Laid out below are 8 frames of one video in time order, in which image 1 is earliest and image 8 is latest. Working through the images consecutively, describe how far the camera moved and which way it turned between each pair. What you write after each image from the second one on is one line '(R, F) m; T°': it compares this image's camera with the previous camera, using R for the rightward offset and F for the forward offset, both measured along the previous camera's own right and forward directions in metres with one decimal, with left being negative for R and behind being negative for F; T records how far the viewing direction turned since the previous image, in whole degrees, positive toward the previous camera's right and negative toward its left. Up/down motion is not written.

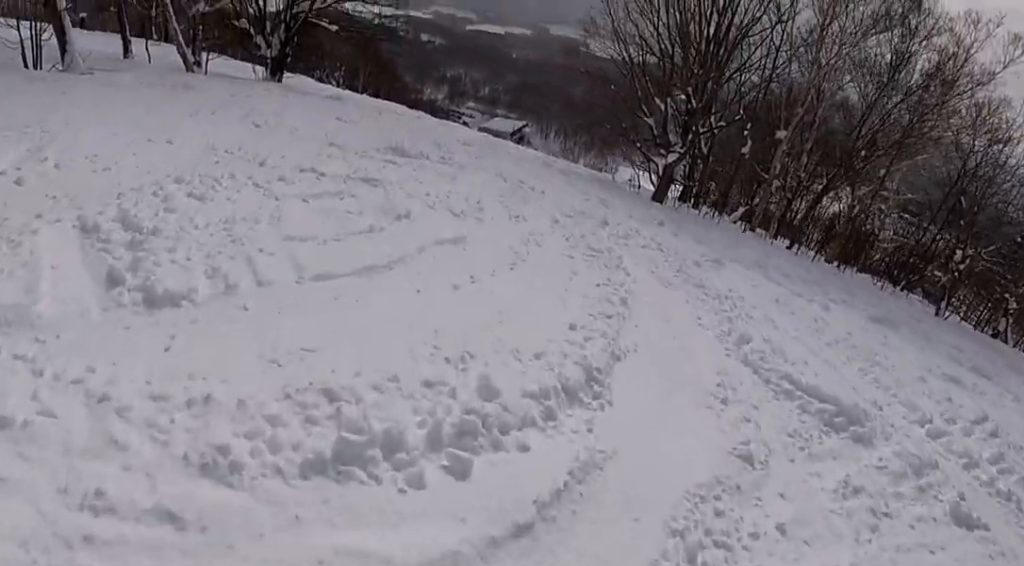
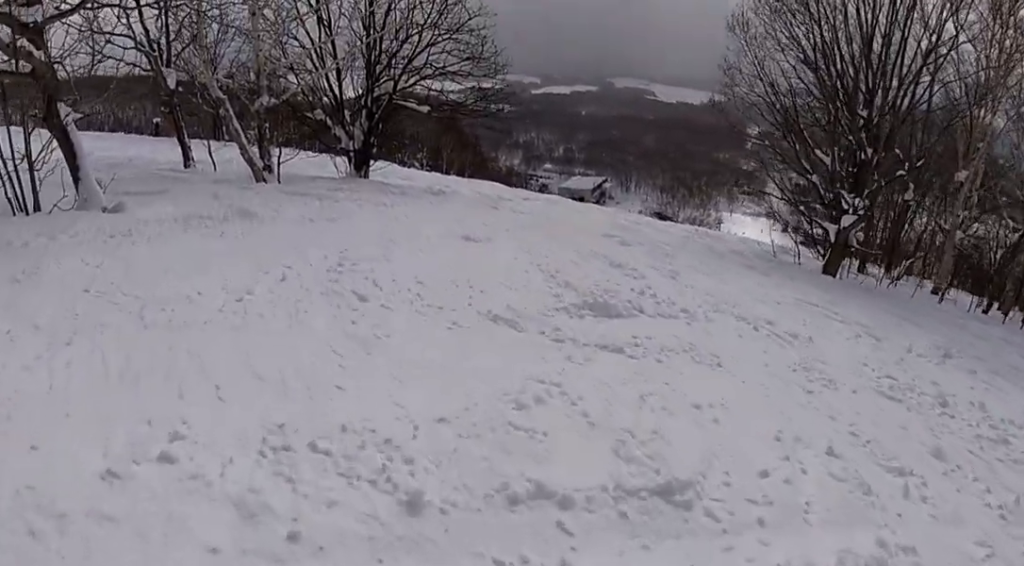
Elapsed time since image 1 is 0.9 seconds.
(-0.7, +5.2) m; -17°
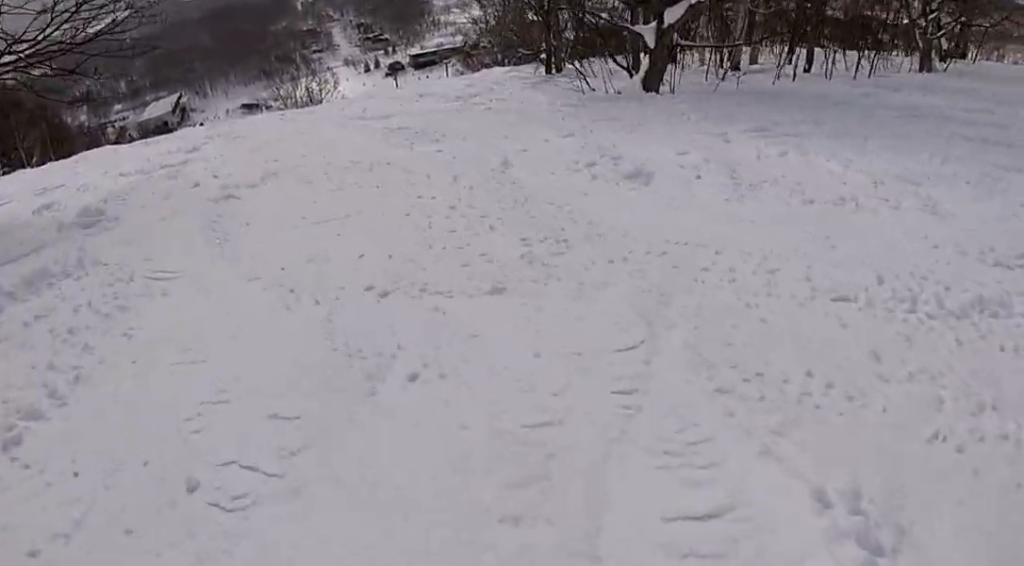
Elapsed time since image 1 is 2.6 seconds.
(+1.2, +10.2) m; +30°
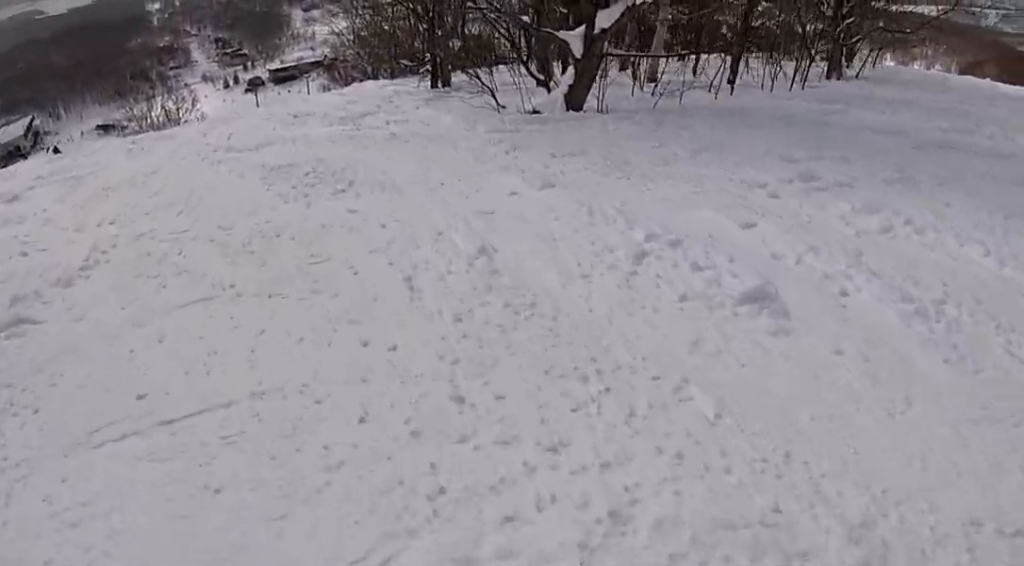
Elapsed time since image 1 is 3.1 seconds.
(+0.5, +3.4) m; +9°
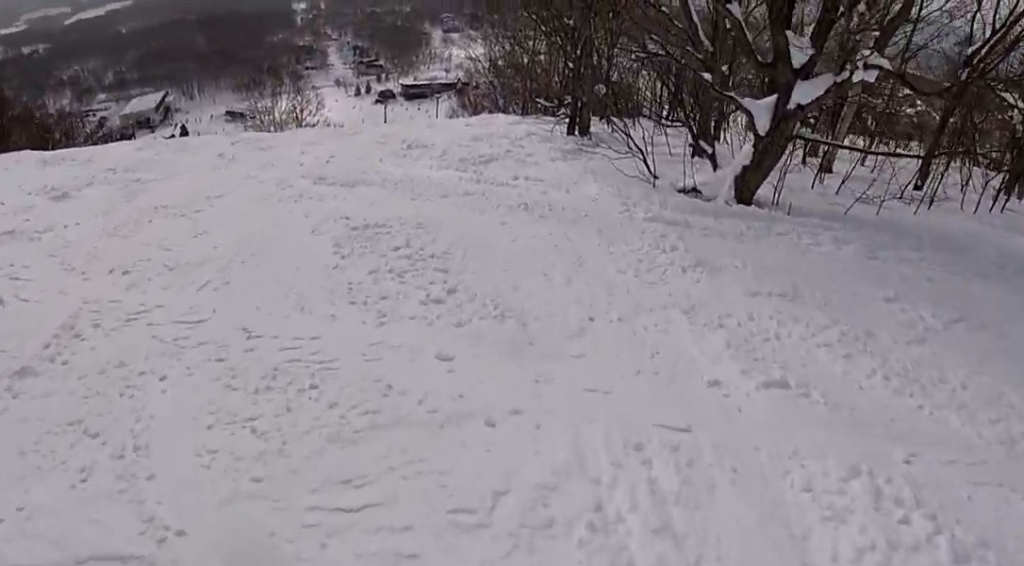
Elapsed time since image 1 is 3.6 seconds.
(+0.3, +2.8) m; +3°
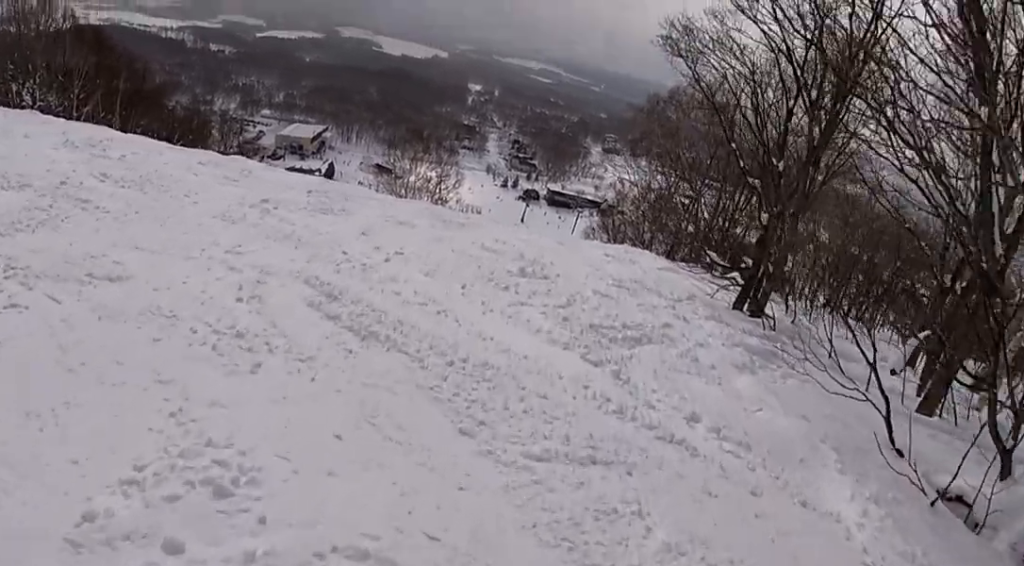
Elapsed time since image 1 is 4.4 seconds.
(+0.1, +5.1) m; -8°
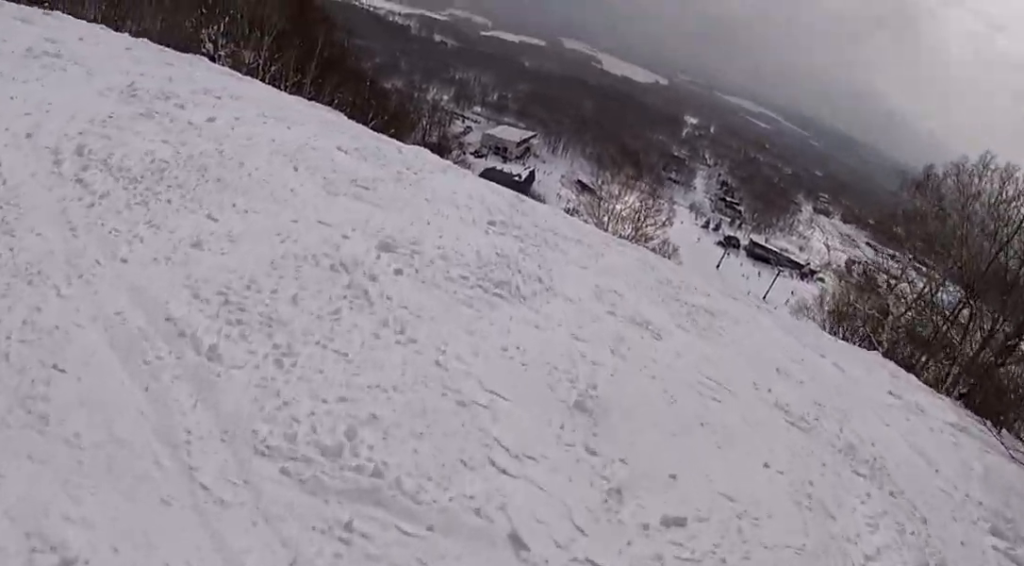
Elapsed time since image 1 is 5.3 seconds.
(-0.6, +5.3) m; -18°
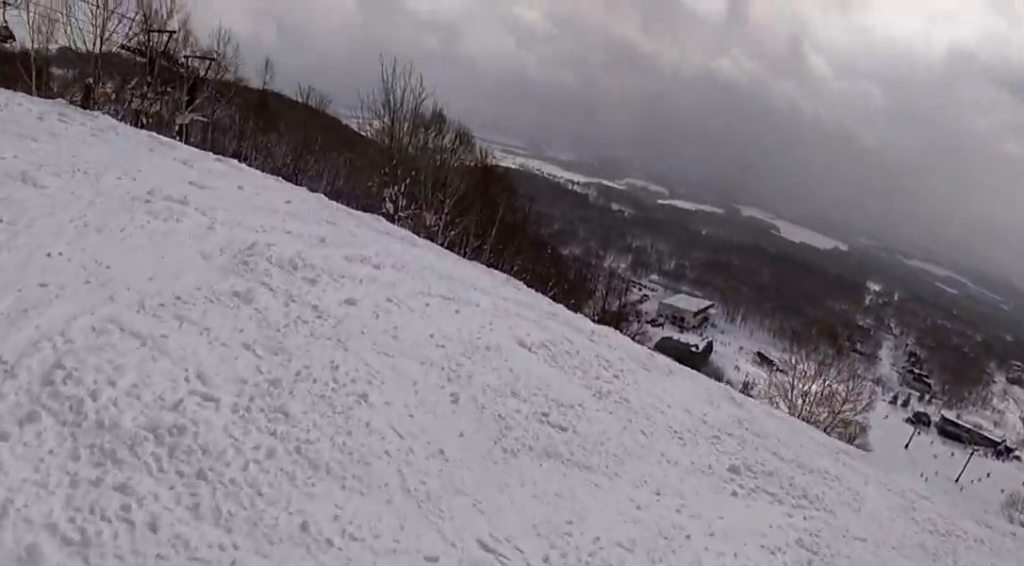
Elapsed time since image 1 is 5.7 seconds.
(-0.3, +2.9) m; -12°
